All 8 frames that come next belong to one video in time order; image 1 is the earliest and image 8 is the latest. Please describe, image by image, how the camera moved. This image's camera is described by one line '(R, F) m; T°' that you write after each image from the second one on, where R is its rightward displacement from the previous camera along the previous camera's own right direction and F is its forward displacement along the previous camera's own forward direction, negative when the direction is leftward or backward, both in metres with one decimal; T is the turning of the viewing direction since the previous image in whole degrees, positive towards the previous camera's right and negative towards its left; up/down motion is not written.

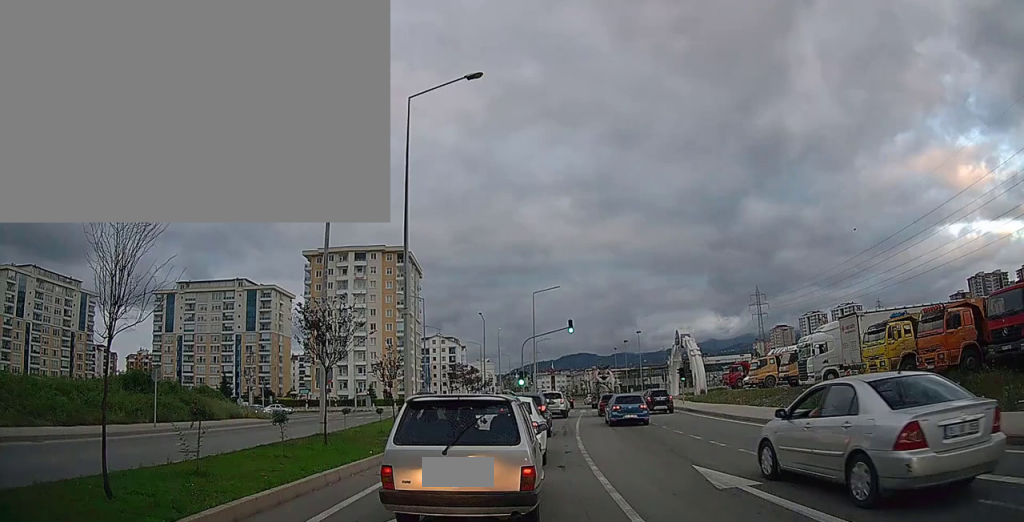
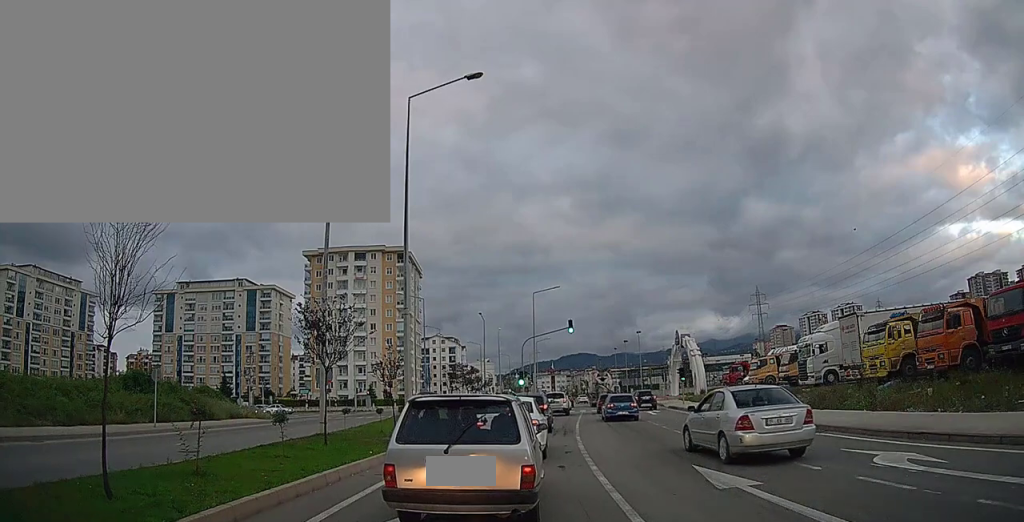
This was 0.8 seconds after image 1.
(0.0, 0.0) m; 0°
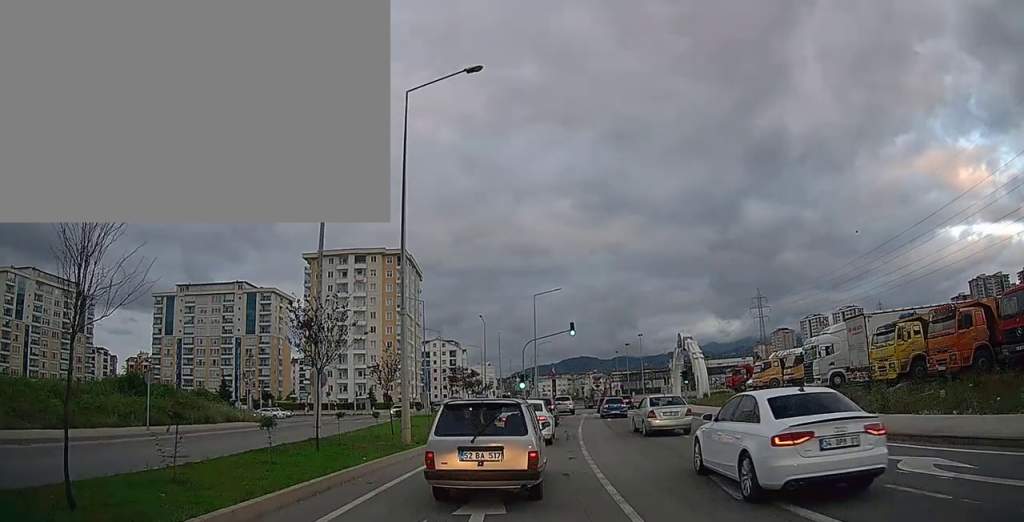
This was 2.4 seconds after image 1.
(-0.1, +0.3) m; 0°
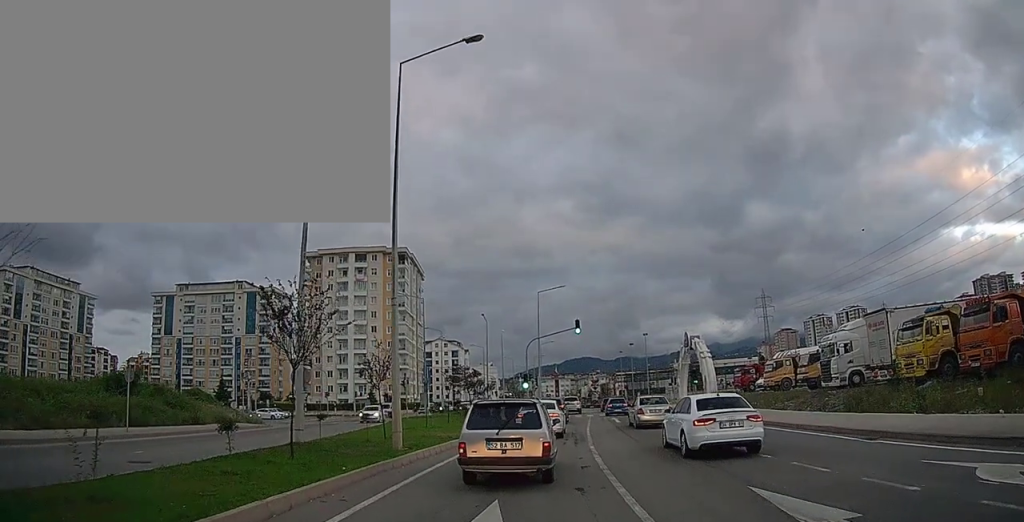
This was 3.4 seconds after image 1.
(-0.1, +0.9) m; -4°
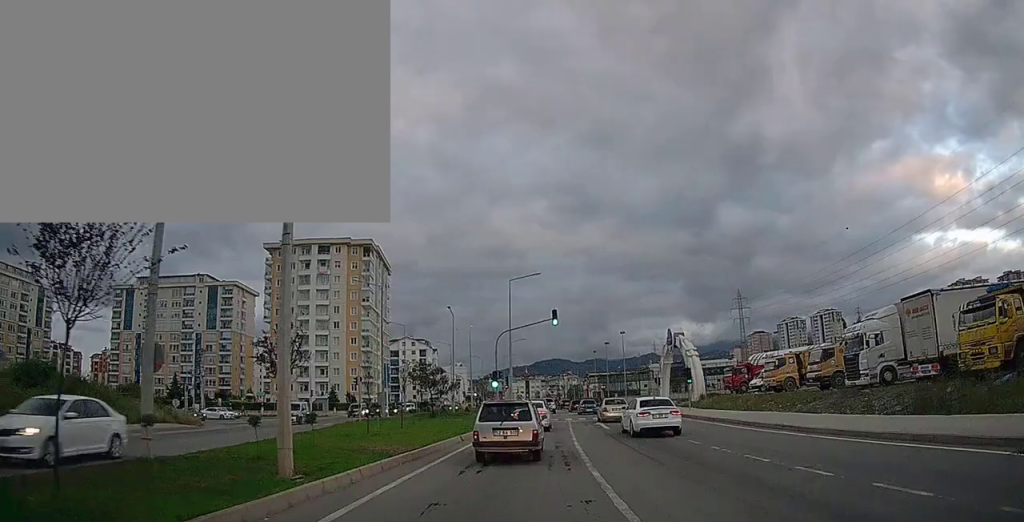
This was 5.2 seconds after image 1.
(-0.1, +5.2) m; +2°
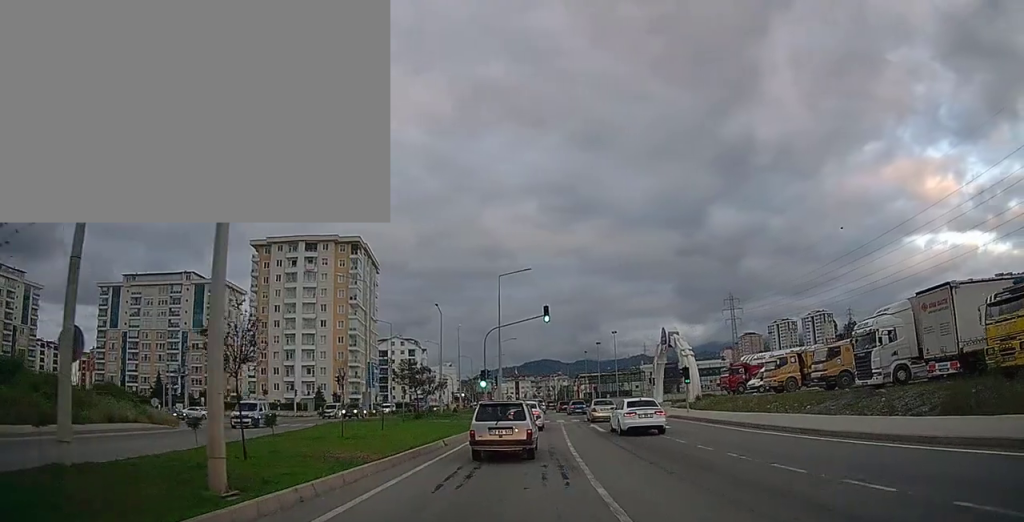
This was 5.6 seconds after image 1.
(0.0, +1.9) m; +1°
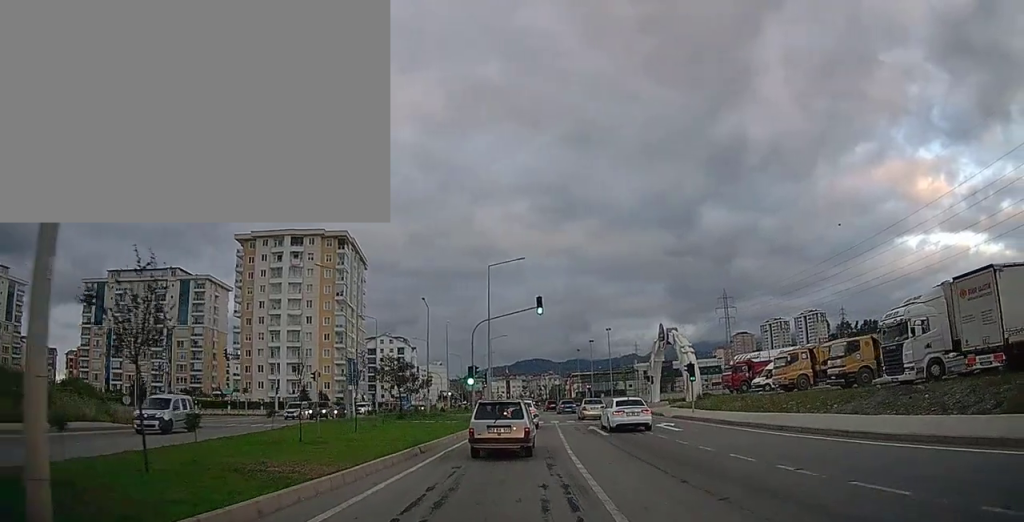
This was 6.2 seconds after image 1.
(+0.1, +3.0) m; +1°
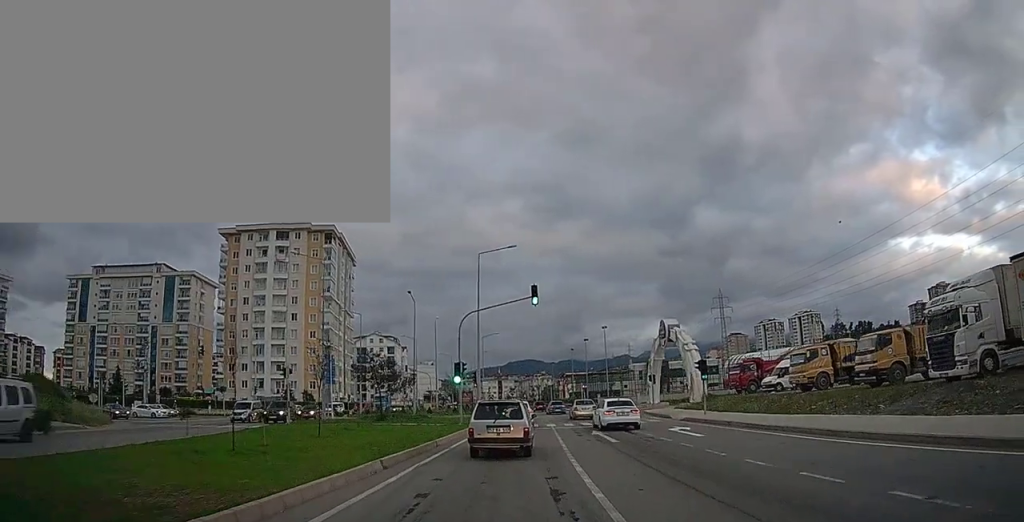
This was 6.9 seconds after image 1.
(0.0, +3.7) m; 0°
